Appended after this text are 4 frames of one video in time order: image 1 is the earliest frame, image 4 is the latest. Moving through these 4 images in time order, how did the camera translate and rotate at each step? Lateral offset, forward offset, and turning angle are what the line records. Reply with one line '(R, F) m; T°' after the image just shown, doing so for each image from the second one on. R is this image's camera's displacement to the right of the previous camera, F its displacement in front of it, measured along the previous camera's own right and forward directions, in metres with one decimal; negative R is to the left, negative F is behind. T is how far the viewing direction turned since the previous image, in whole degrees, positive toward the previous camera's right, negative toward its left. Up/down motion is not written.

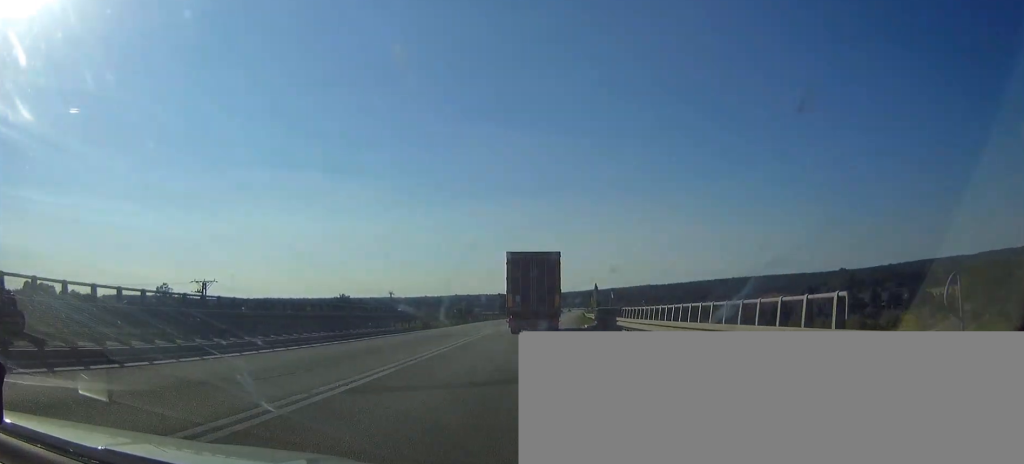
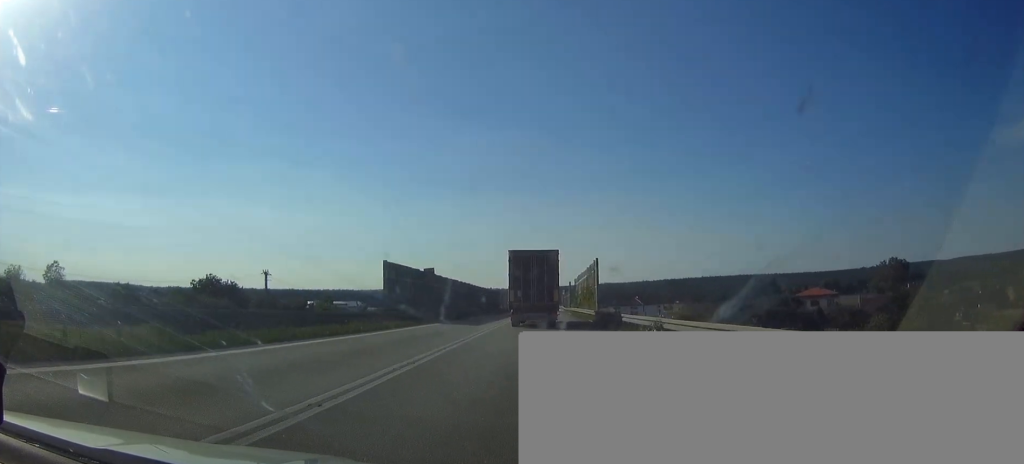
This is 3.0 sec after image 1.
(+2.0, +68.5) m; +4°
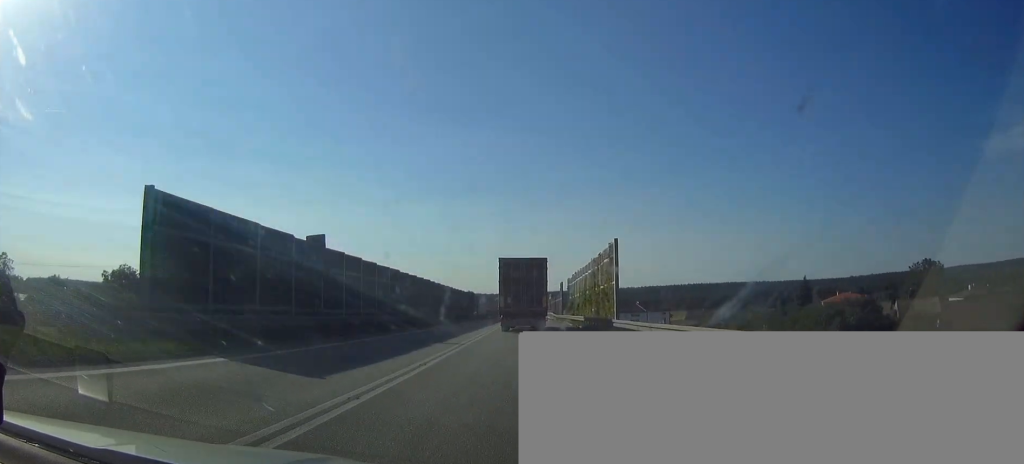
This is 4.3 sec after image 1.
(+0.5, +29.1) m; +1°
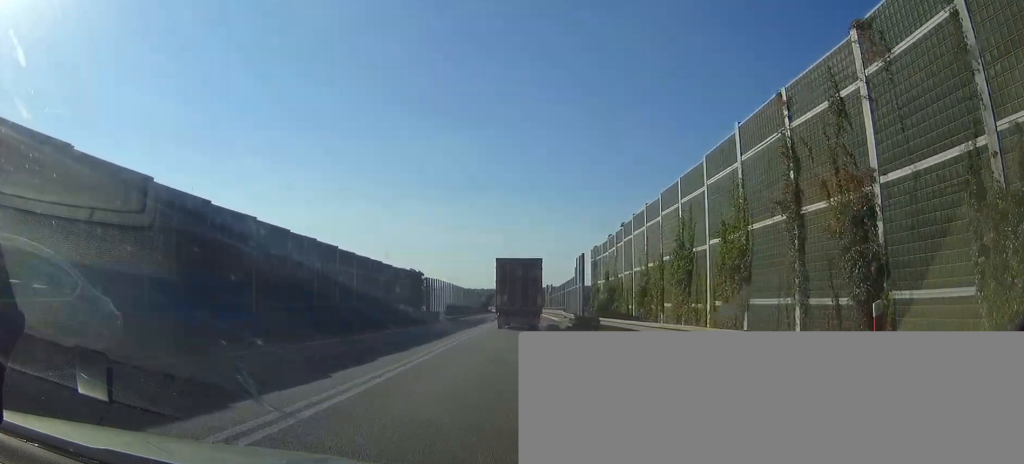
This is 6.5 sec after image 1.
(+0.3, +51.4) m; +1°
